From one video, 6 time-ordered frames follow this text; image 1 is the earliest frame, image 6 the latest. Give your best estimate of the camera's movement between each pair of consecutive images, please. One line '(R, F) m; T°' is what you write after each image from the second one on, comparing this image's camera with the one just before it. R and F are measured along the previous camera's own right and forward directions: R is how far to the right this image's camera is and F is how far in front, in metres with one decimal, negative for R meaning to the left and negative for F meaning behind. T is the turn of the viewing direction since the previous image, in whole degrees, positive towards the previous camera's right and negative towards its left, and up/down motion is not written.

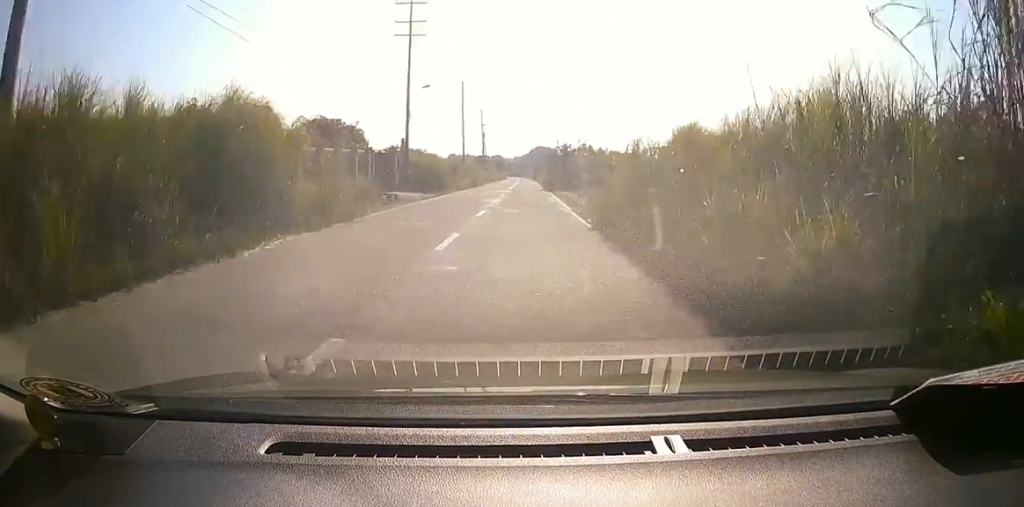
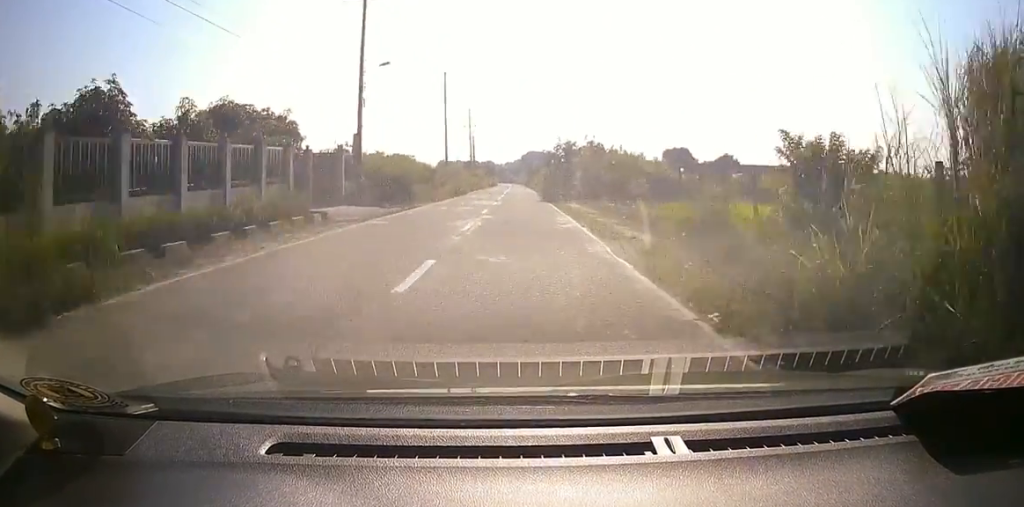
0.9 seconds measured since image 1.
(0.0, +12.2) m; +1°
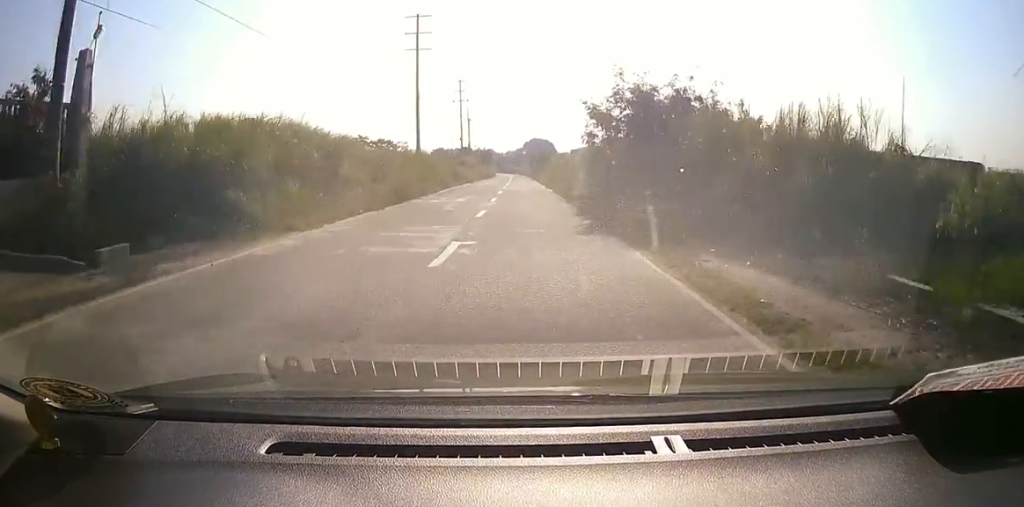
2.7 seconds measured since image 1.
(+0.4, +25.4) m; +1°
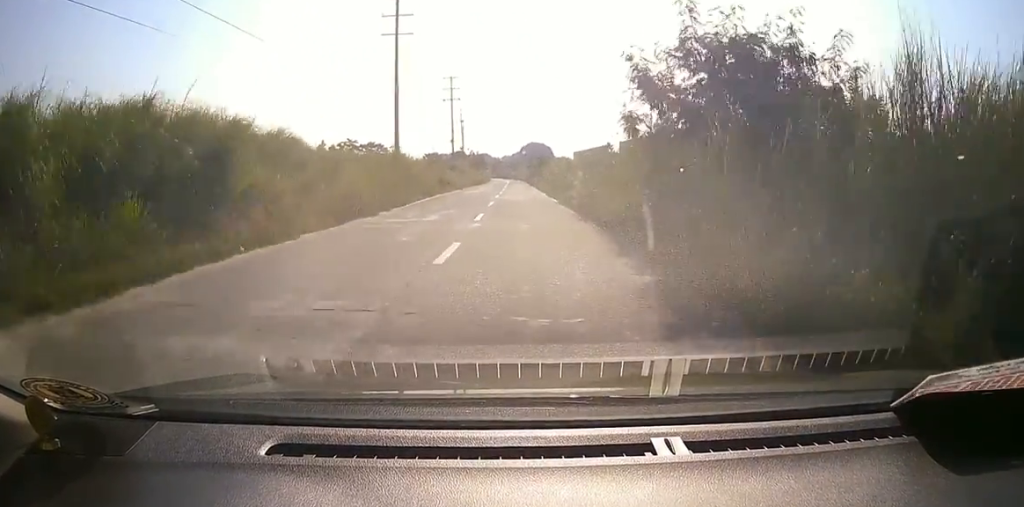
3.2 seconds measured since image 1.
(0.0, +8.4) m; 0°
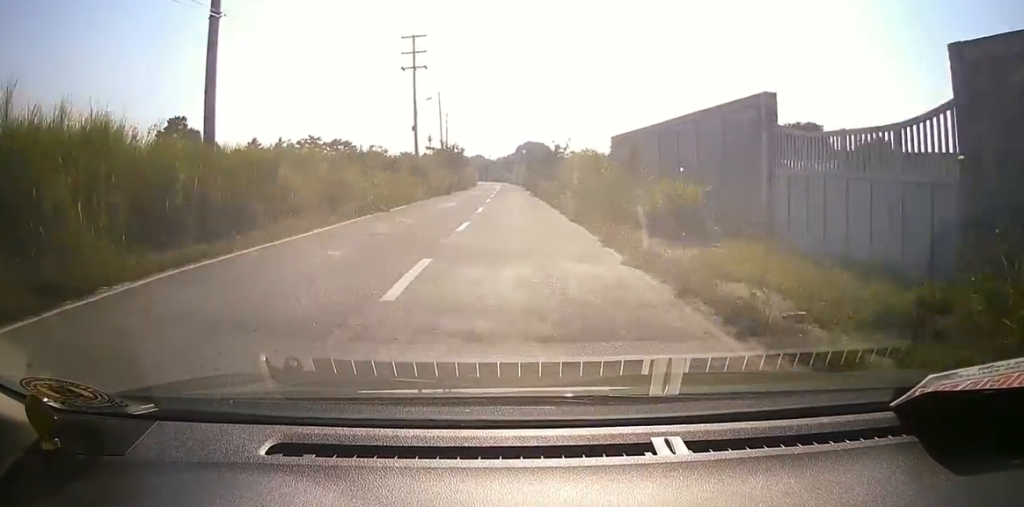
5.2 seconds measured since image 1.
(0.0, +29.7) m; 0°
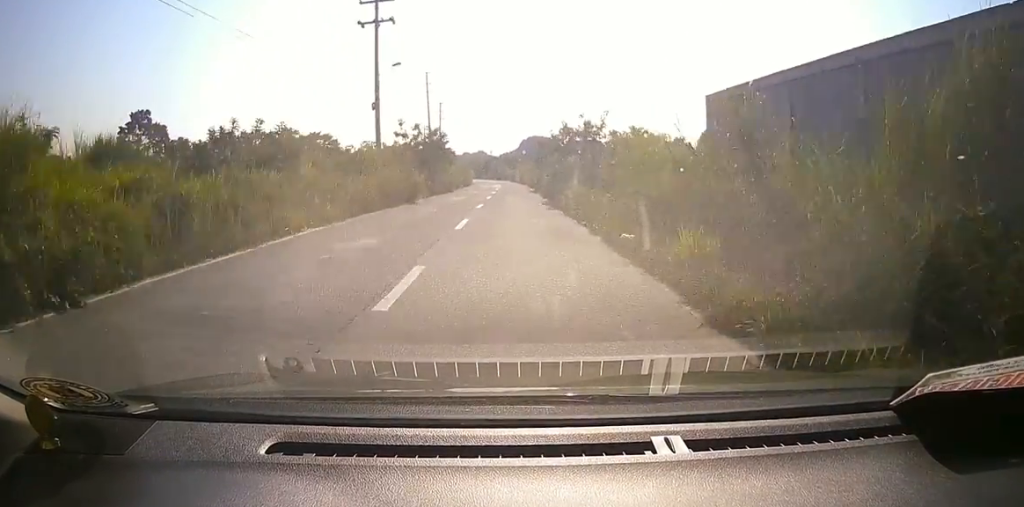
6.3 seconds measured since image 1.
(0.0, +18.2) m; 0°
